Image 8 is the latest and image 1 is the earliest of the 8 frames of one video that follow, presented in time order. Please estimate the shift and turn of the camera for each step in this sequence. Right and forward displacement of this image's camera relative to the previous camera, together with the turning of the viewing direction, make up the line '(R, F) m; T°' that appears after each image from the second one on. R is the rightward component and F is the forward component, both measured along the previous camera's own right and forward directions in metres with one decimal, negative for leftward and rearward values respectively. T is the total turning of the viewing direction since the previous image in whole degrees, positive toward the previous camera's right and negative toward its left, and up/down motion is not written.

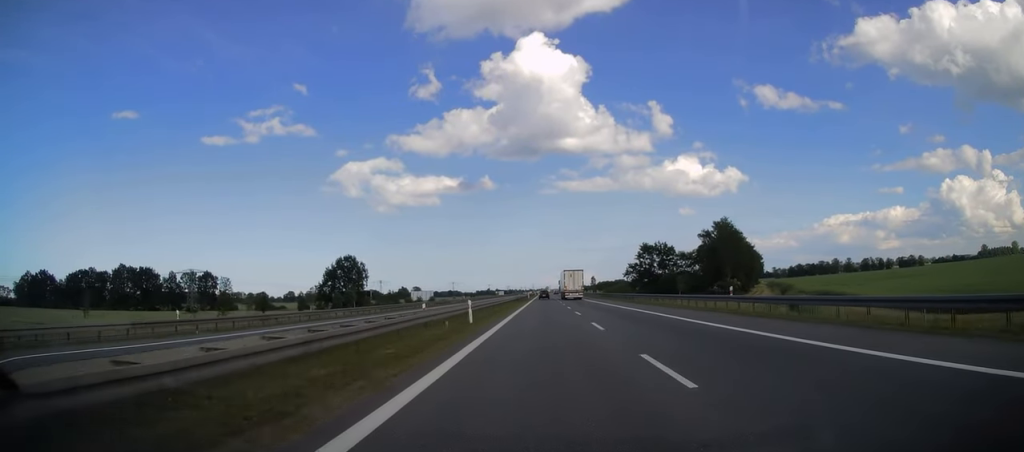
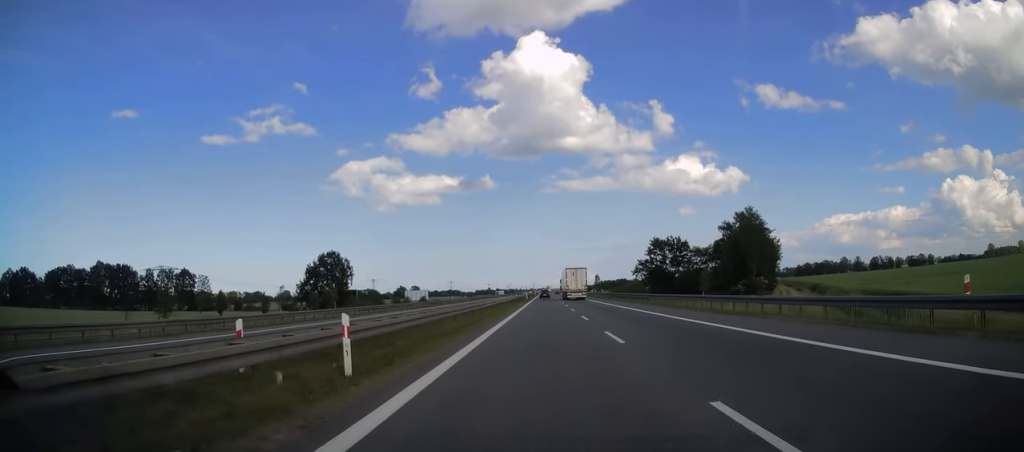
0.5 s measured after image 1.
(0.0, +17.1) m; 0°
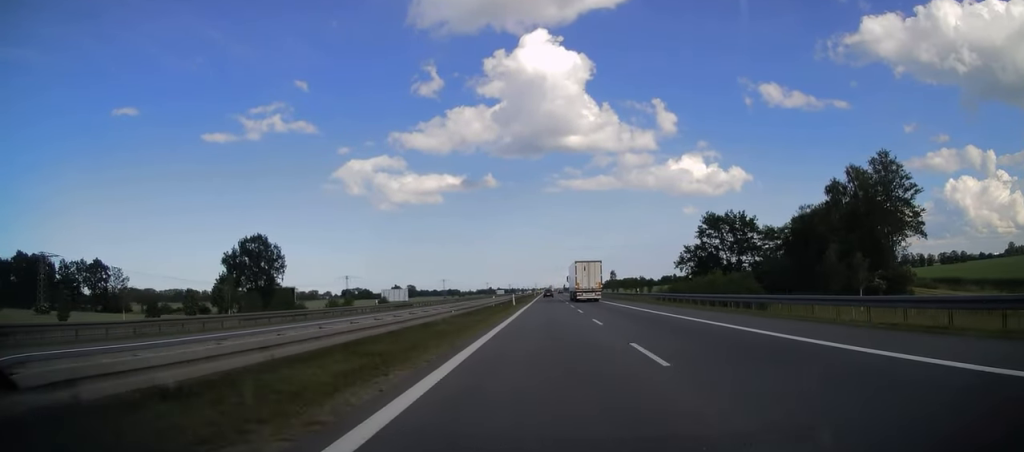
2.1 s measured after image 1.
(-0.3, +52.5) m; -1°
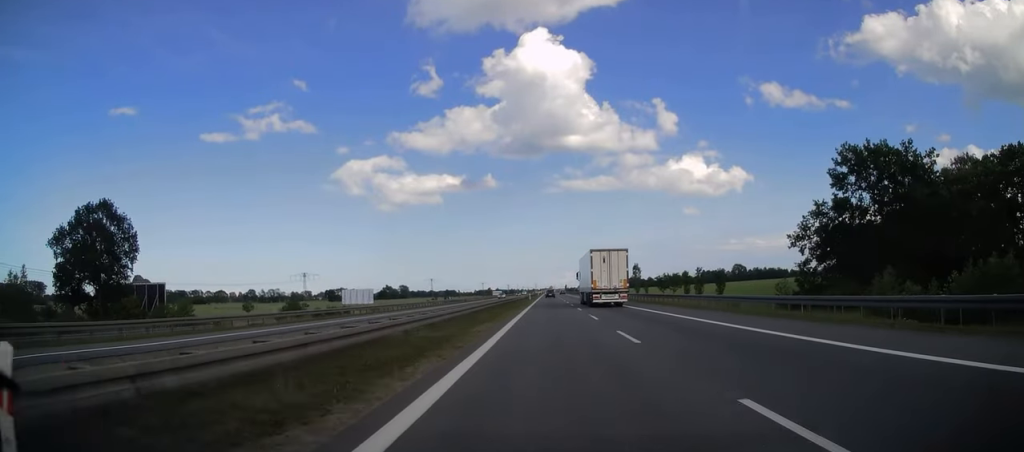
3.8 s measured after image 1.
(+0.1, +55.2) m; 0°
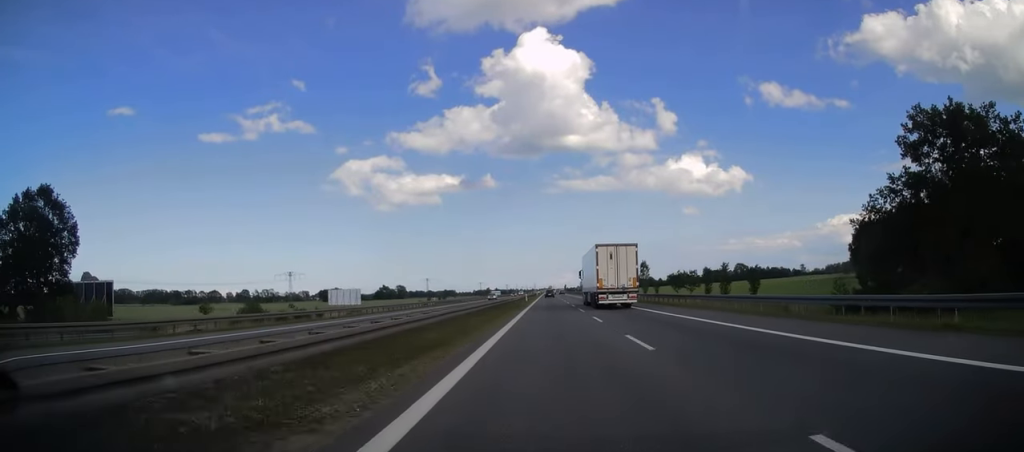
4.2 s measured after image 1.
(-0.1, +13.8) m; 0°
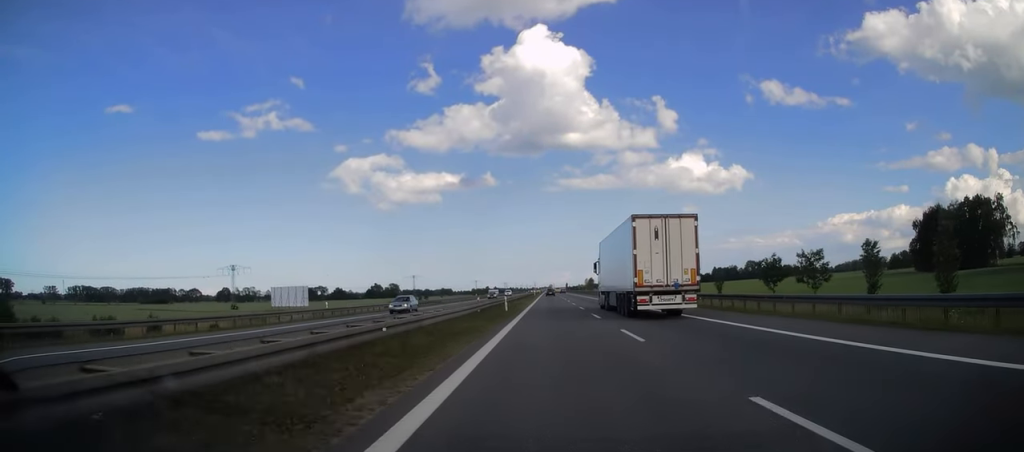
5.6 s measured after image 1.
(+0.2, +46.1) m; 0°
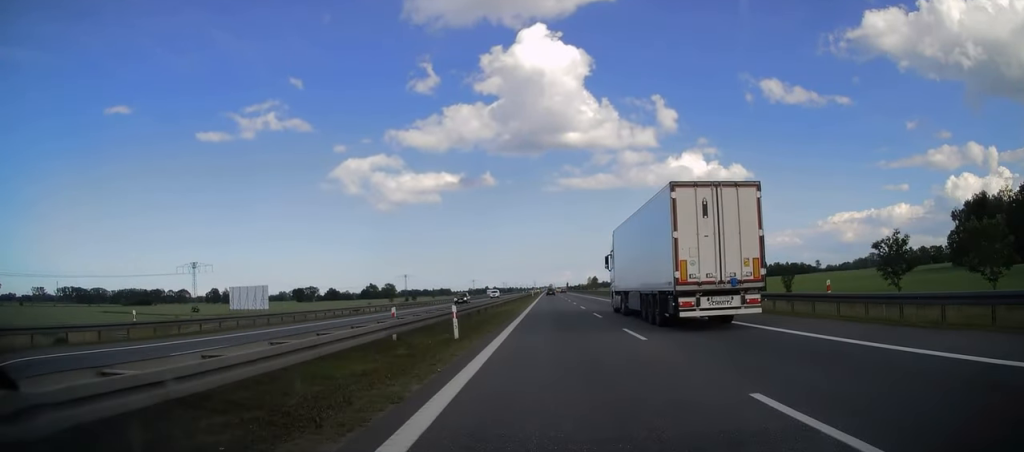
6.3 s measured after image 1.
(-0.1, +23.7) m; 0°
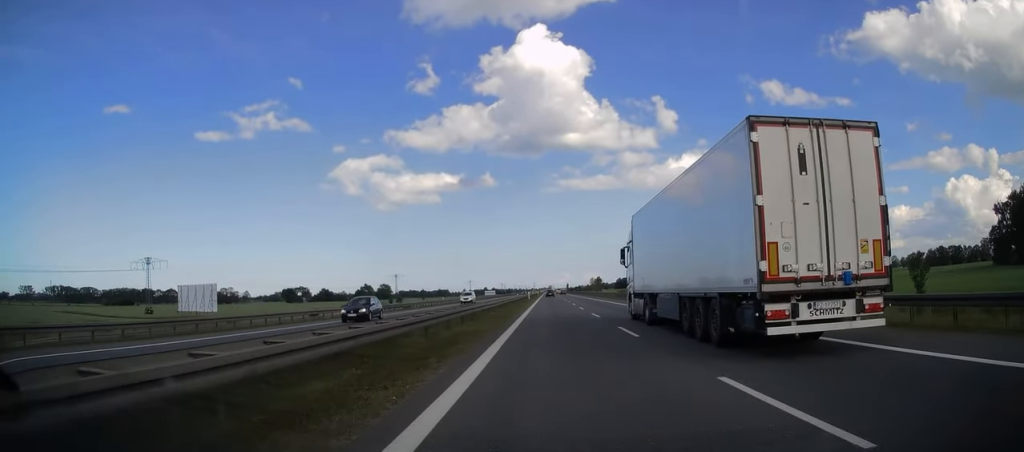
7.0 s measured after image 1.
(-0.1, +22.5) m; 0°
